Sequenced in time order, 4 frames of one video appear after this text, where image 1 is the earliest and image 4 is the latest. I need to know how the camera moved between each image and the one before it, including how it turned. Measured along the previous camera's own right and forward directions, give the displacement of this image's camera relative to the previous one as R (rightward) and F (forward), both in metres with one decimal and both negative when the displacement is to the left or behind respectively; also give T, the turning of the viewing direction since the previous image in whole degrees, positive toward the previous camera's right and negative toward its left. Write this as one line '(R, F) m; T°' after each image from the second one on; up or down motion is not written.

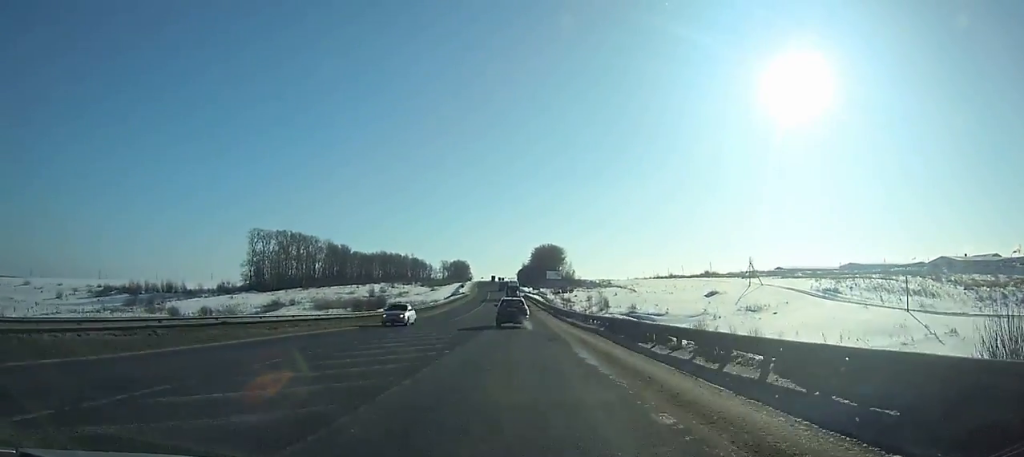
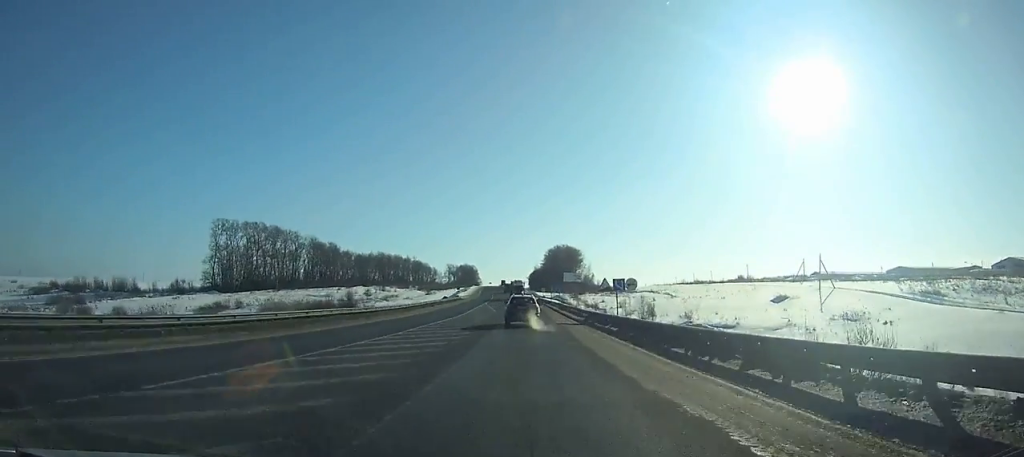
(0.0, +38.8) m; -1°
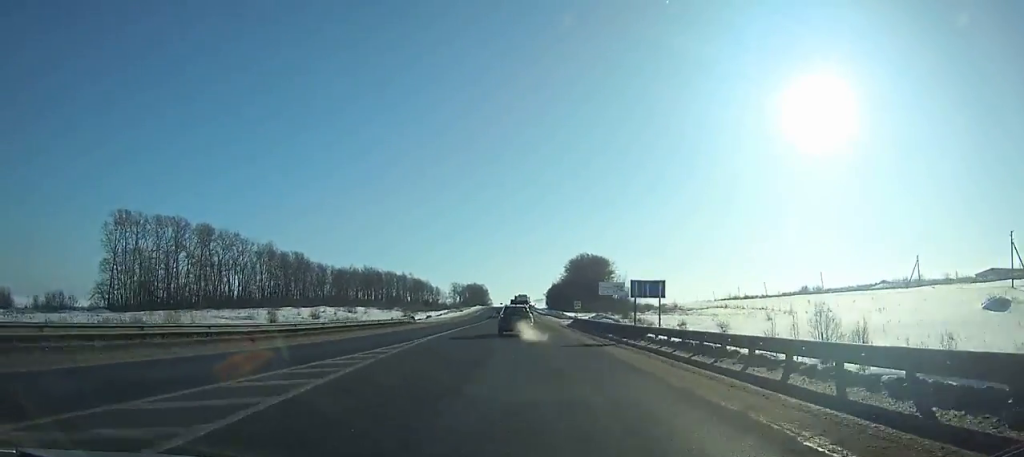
(-0.7, +65.2) m; -2°
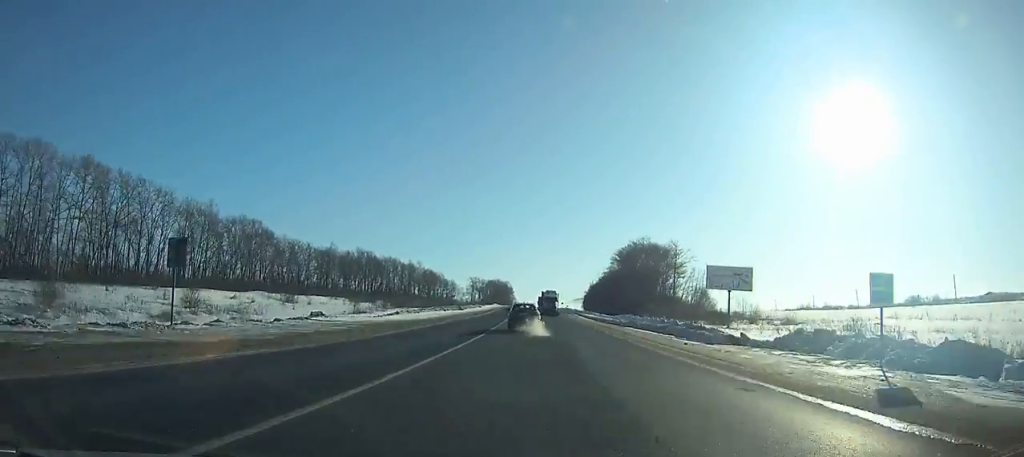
(-1.5, +64.9) m; -2°
